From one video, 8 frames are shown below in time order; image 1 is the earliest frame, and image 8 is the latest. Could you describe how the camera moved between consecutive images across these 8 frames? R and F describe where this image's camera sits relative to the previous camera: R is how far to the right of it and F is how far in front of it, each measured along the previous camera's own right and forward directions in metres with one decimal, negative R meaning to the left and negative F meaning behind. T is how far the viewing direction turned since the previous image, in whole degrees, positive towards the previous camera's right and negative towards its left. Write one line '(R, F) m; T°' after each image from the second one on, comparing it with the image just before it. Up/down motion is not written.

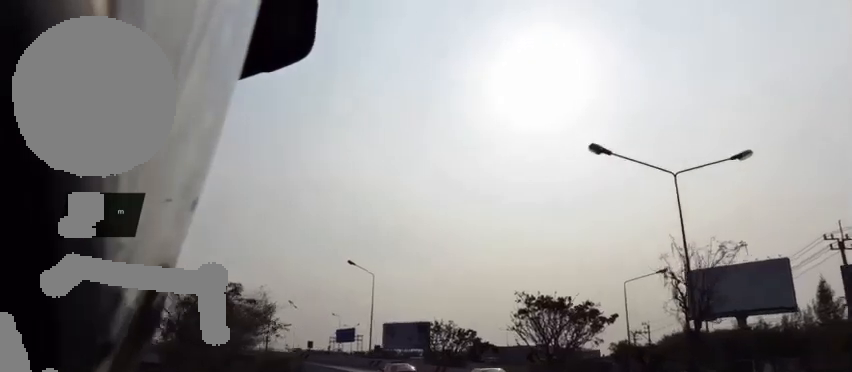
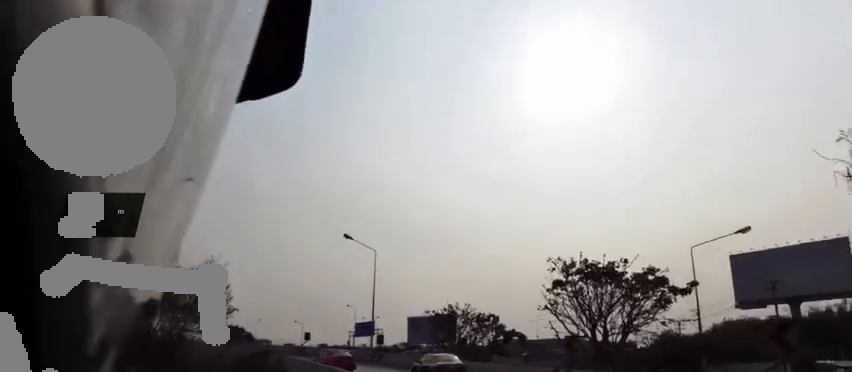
(+0.1, +10.0) m; -3°
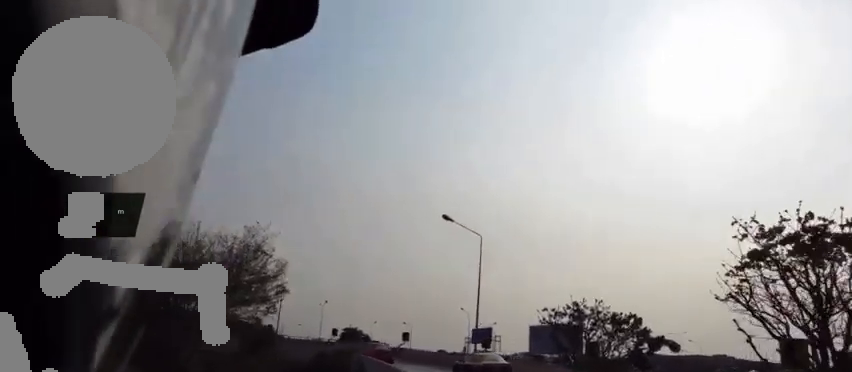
(-0.1, +8.7) m; -8°
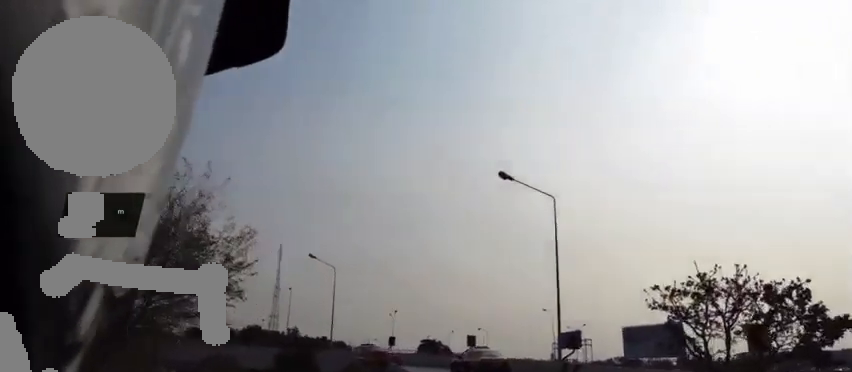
(-1.2, +9.3) m; -11°
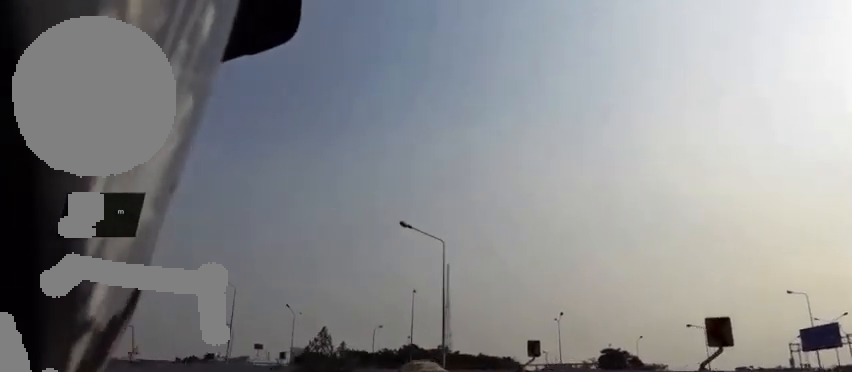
(-4.5, +22.3) m; -32°
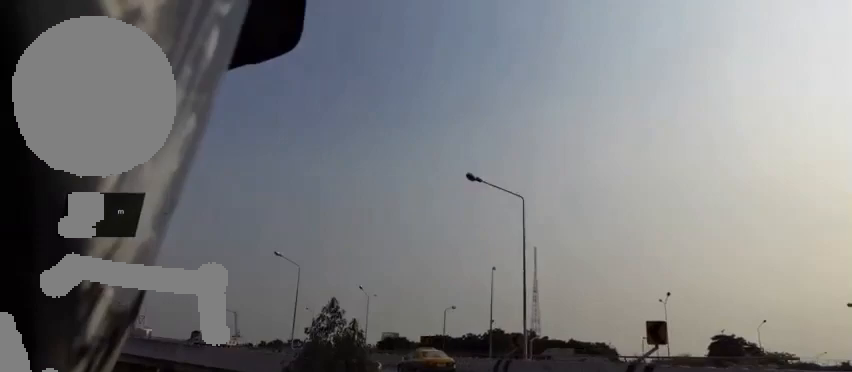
(-1.6, +7.6) m; -4°
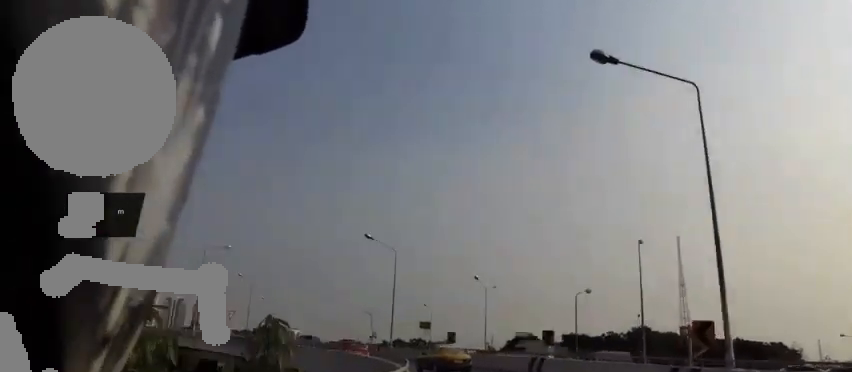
(-0.1, +11.6) m; 0°
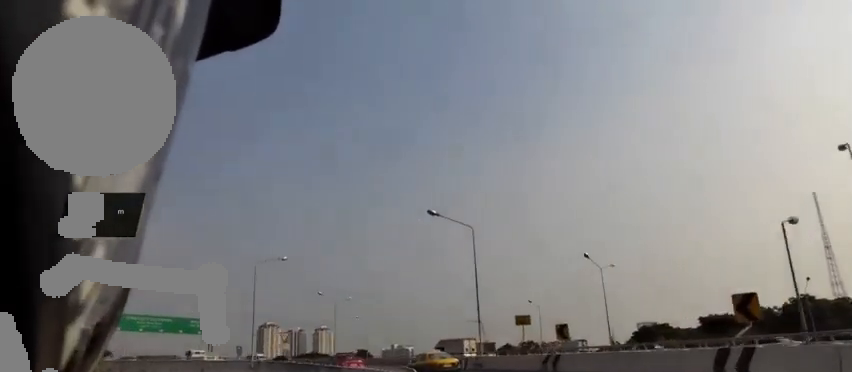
(-0.2, +12.7) m; -14°
